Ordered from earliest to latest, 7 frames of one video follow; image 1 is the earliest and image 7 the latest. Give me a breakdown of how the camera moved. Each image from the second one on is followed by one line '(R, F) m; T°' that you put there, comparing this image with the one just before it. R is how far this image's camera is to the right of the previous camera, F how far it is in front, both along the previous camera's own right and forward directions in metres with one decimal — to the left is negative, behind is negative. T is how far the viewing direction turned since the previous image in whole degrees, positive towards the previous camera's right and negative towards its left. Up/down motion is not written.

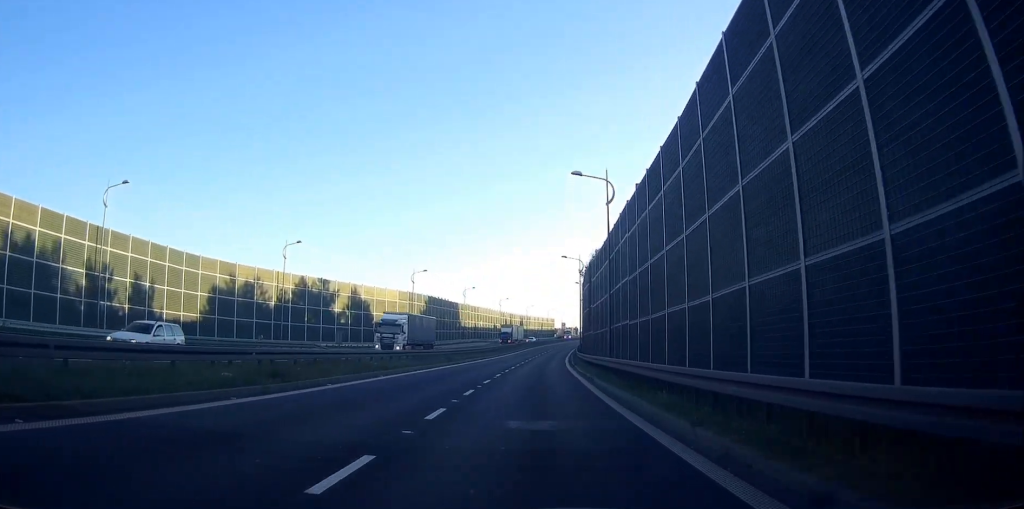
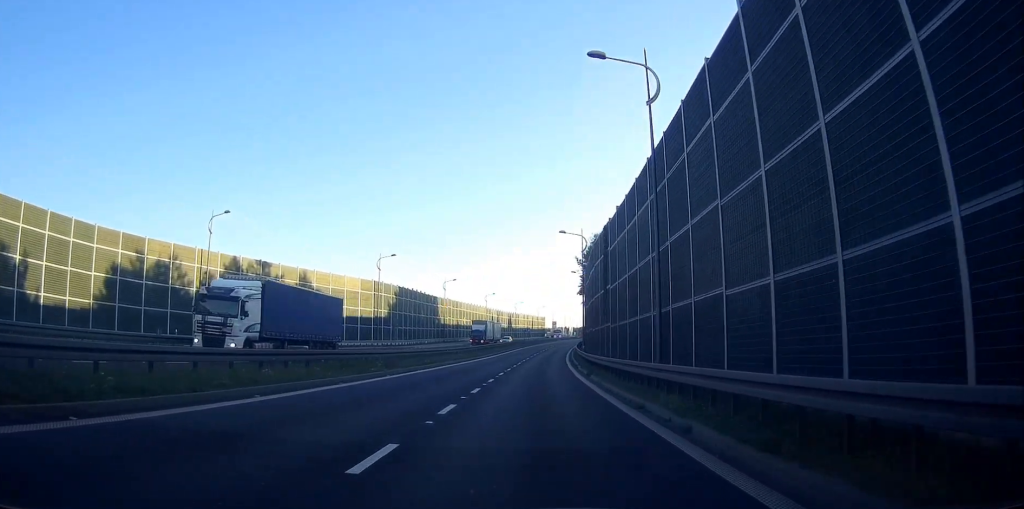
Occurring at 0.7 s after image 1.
(+0.2, +17.0) m; +1°
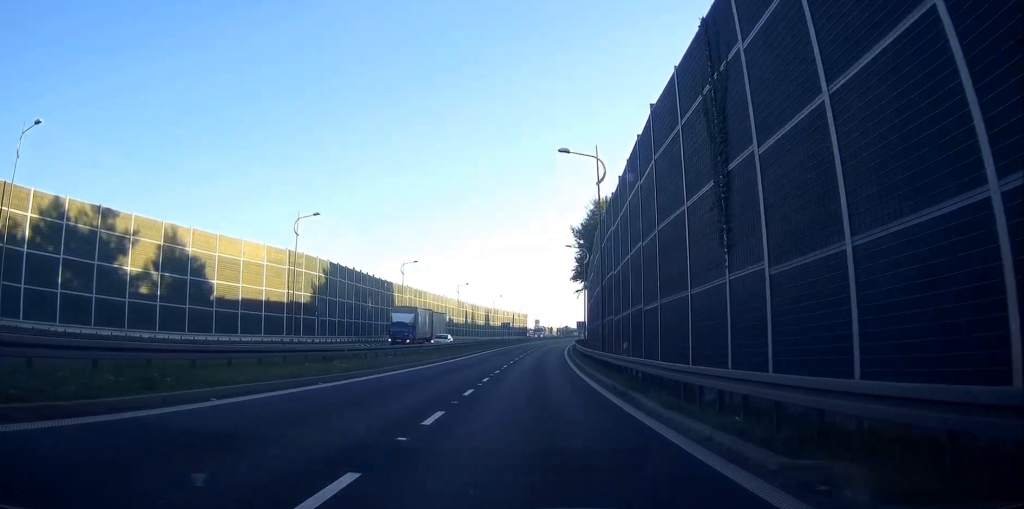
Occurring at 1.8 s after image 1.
(+0.3, +26.1) m; +2°
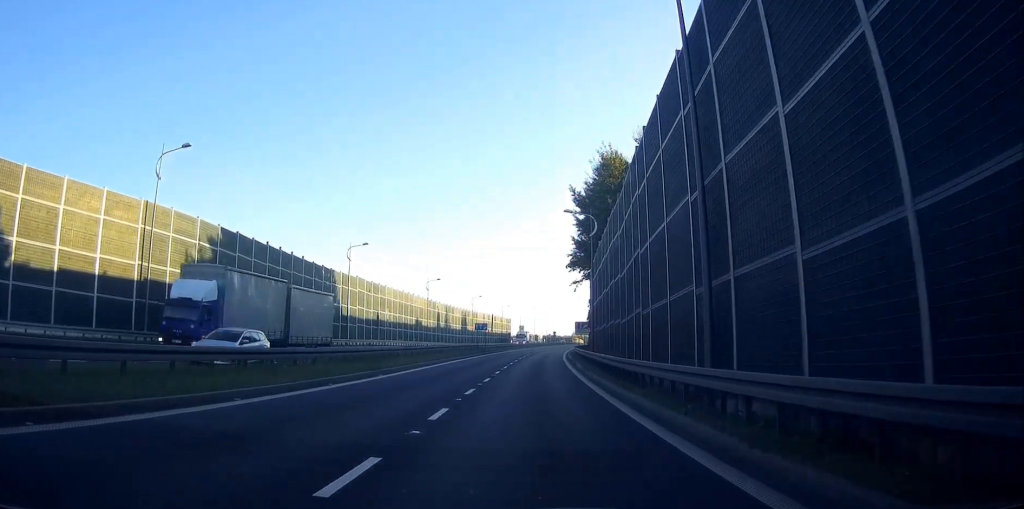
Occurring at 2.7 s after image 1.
(+0.4, +23.0) m; +2°
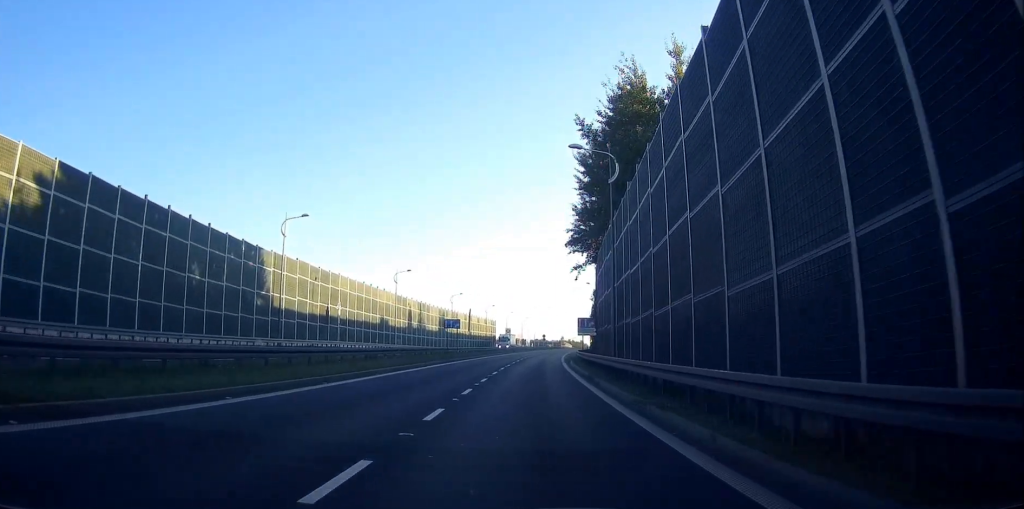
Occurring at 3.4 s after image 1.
(+0.4, +18.2) m; +1°
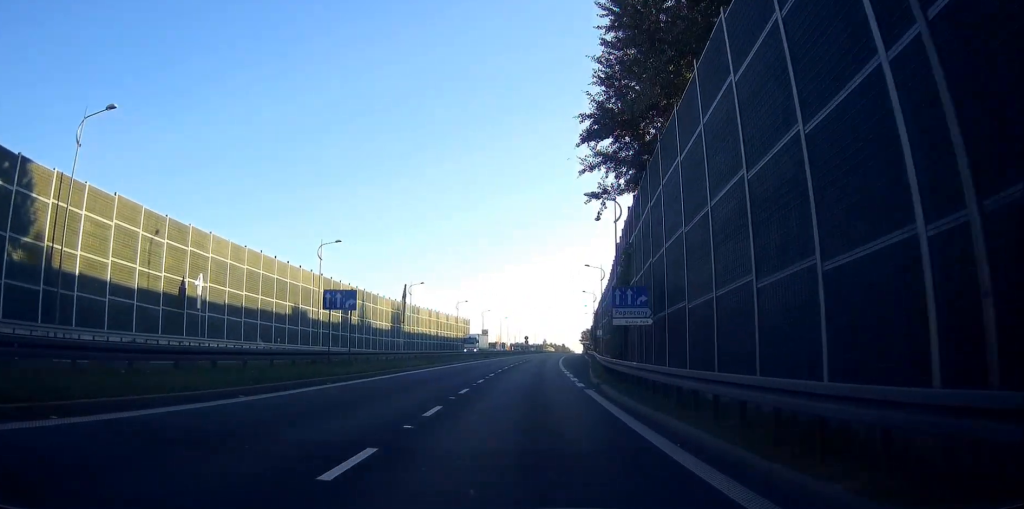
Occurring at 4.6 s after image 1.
(+0.1, +29.8) m; 0°
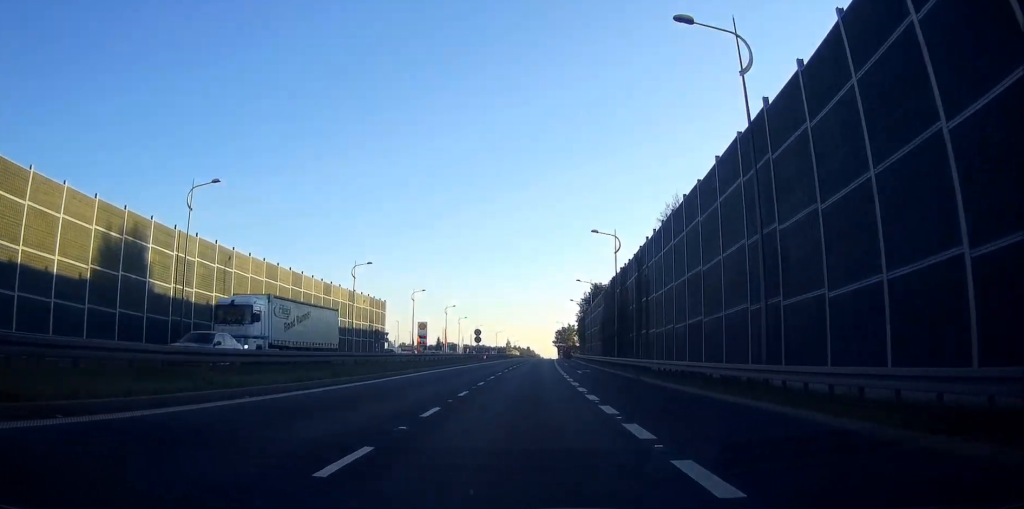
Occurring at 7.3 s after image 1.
(+0.9, +66.4) m; +3°
